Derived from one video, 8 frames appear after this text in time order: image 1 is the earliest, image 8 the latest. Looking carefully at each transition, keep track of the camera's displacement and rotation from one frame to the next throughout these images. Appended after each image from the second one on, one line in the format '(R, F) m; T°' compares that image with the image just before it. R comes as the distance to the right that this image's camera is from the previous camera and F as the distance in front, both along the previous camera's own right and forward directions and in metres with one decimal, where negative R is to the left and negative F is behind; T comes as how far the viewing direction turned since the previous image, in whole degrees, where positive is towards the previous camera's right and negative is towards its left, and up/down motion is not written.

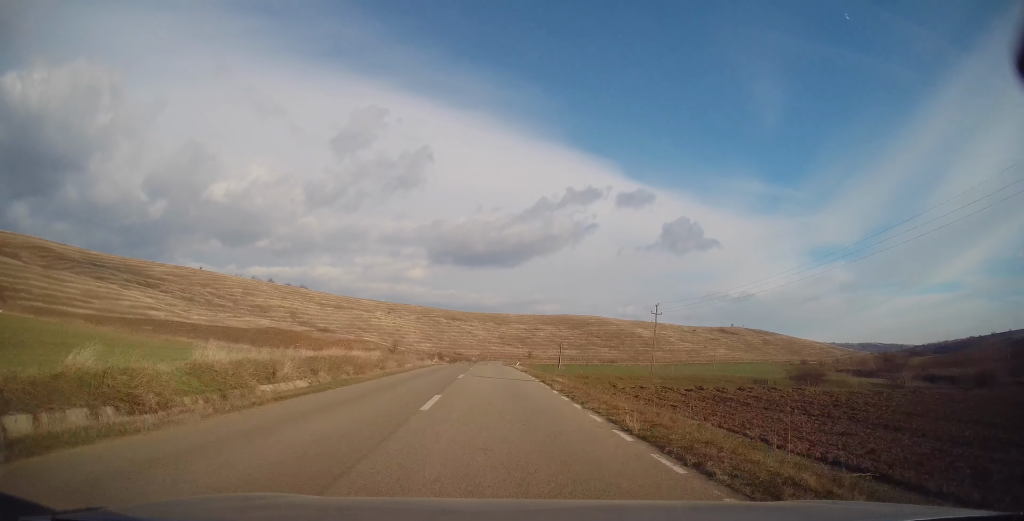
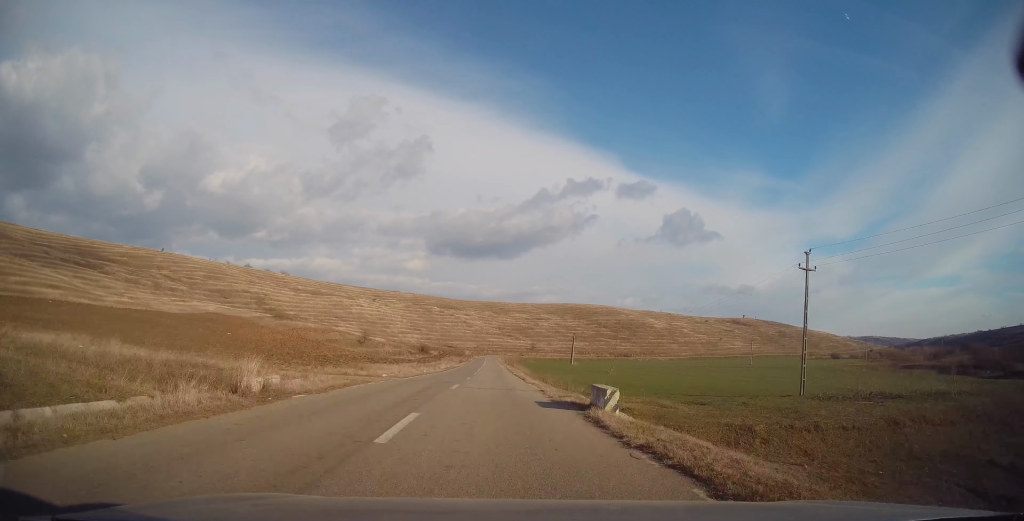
(0.0, +39.7) m; 0°
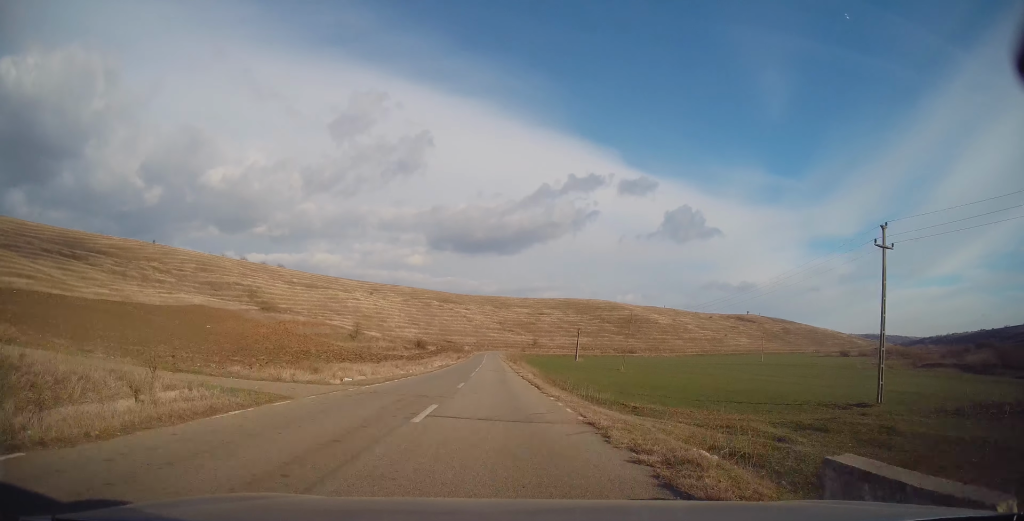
(+0.1, +9.3) m; 0°
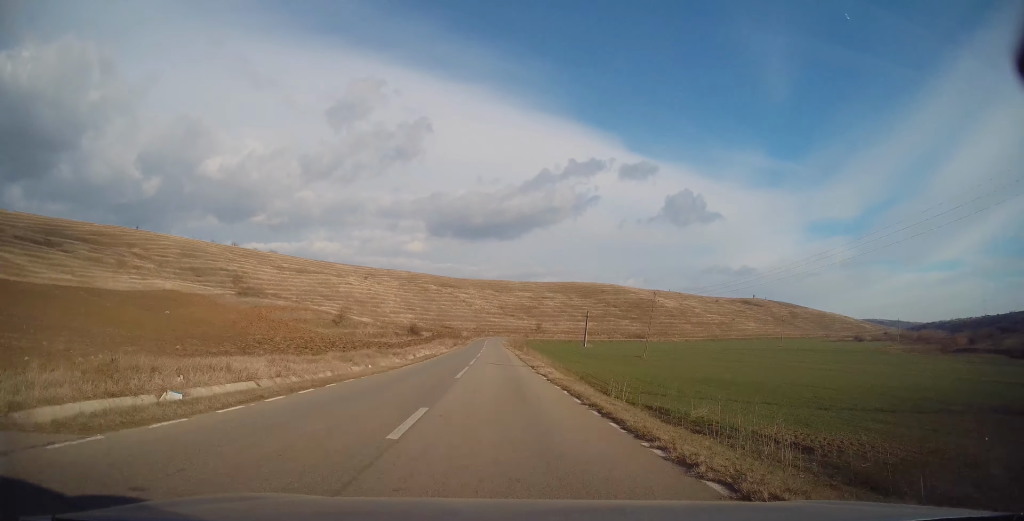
(-0.3, +14.2) m; 0°
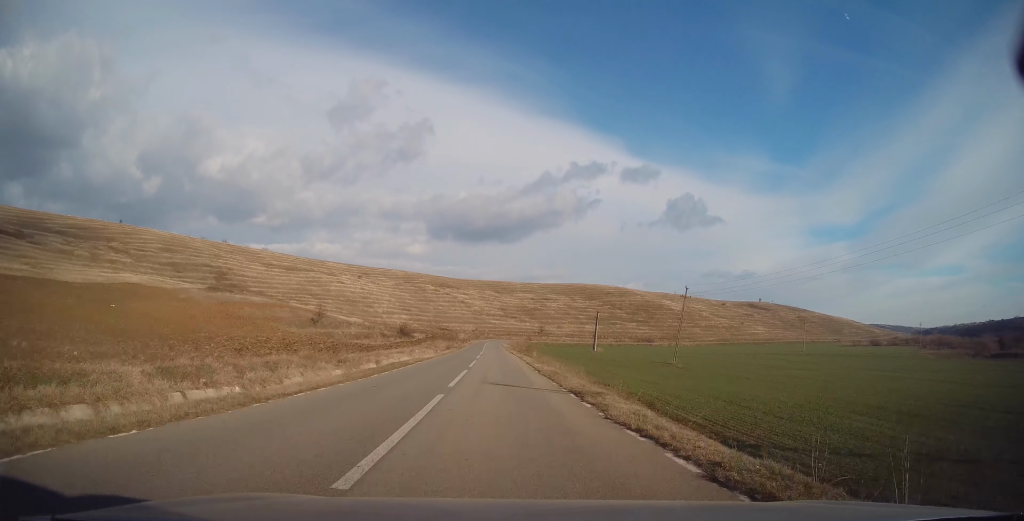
(0.0, +14.2) m; 0°
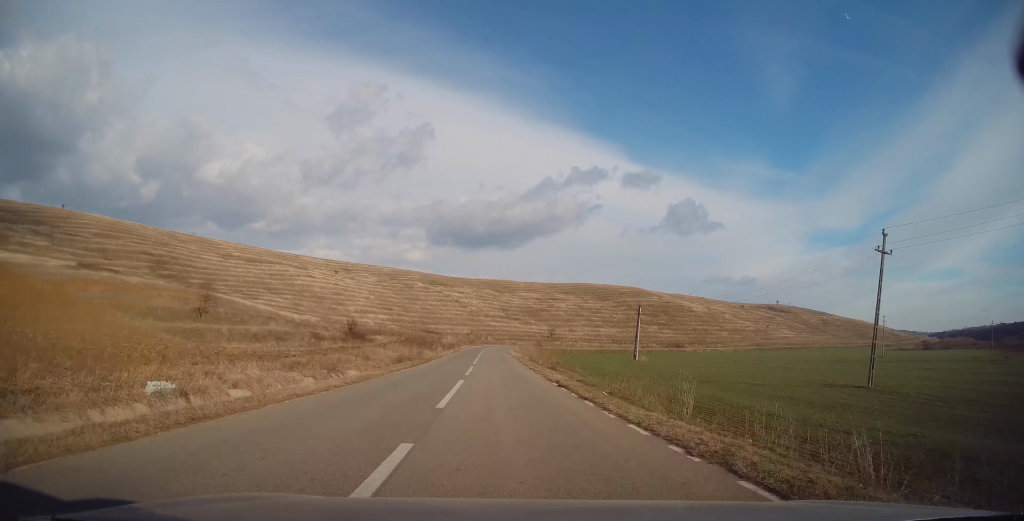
(+0.7, +41.8) m; 0°
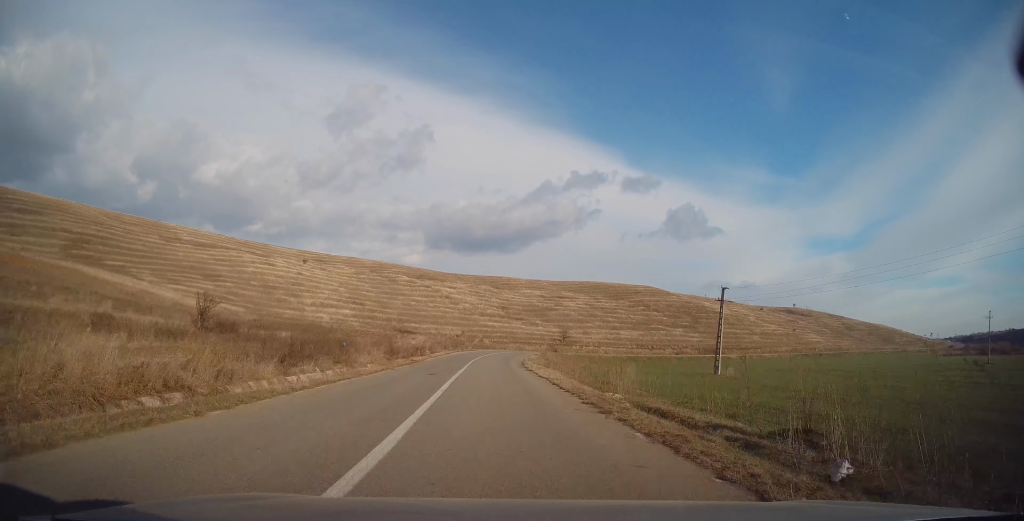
(-0.8, +39.0) m; 0°
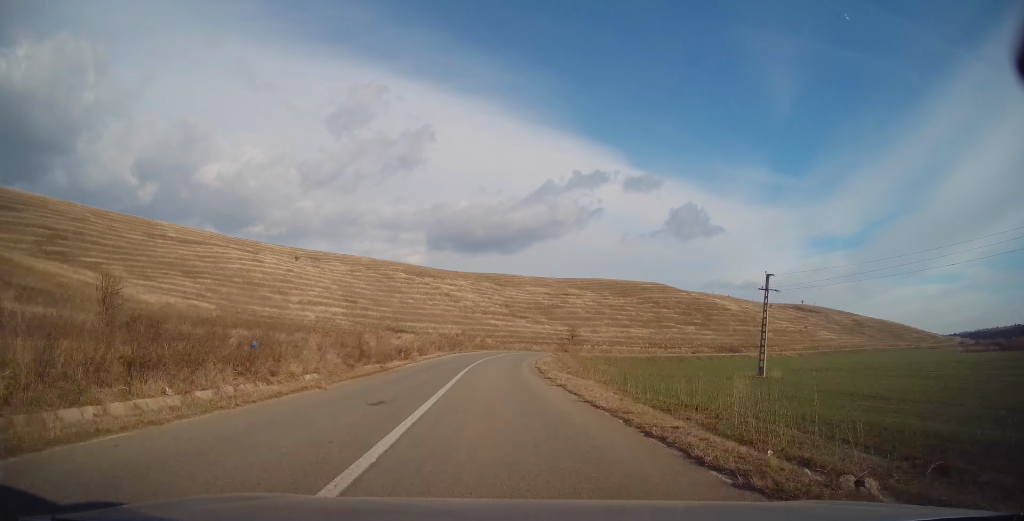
(+0.1, +10.5) m; +1°
